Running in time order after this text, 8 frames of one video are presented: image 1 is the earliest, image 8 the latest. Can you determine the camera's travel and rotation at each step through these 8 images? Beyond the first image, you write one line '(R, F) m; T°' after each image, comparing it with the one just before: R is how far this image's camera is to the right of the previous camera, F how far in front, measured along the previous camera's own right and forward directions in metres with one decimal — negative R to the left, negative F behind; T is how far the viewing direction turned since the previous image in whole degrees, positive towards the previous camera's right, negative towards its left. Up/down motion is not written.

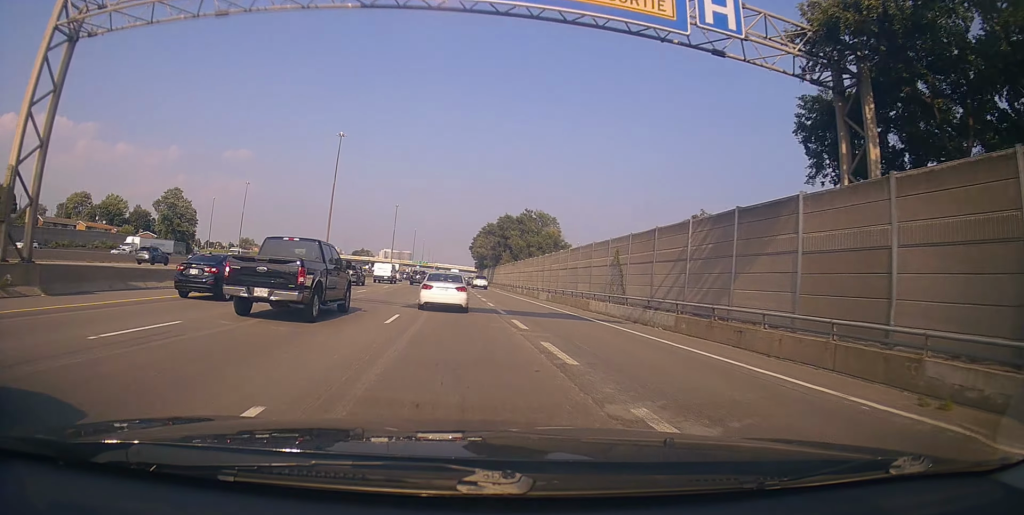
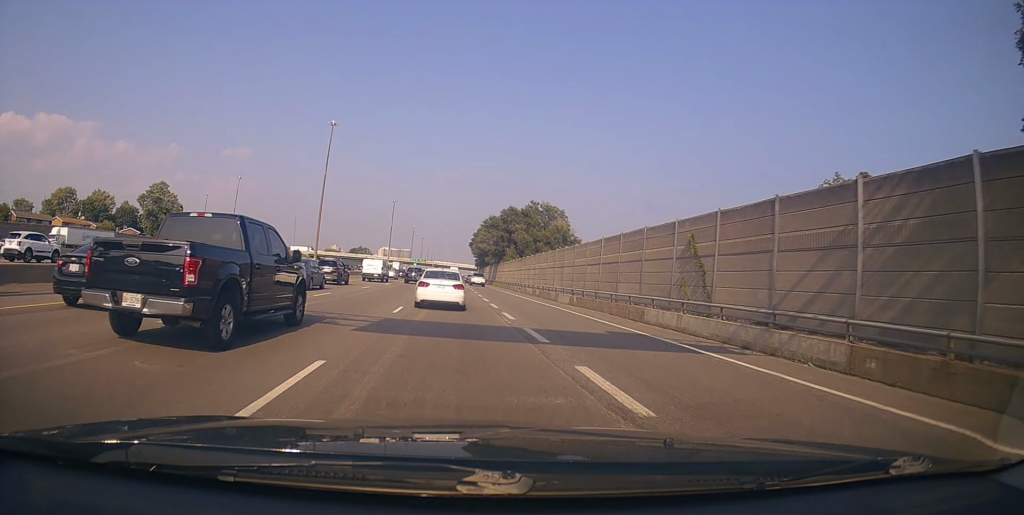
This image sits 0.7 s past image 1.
(-0.2, +10.2) m; 0°
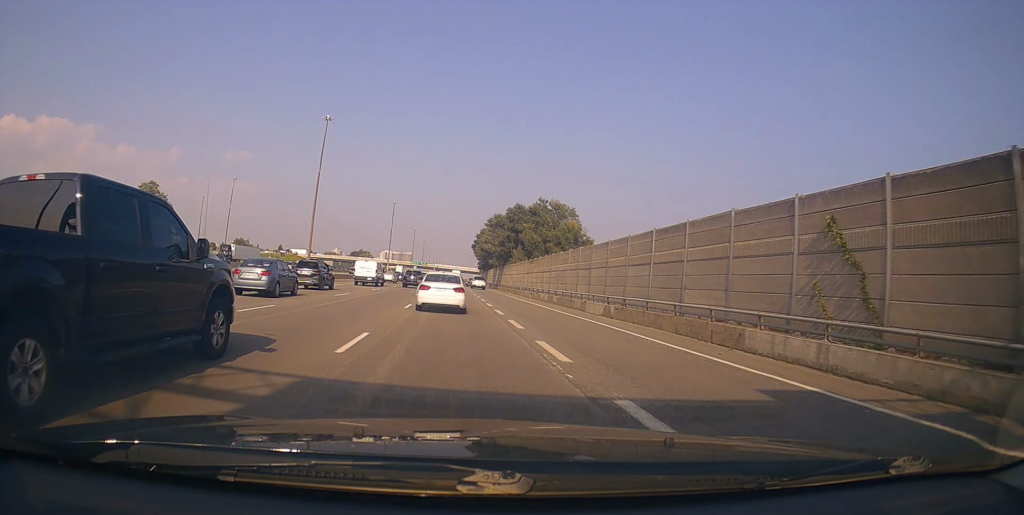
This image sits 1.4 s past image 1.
(+0.2, +8.7) m; -1°
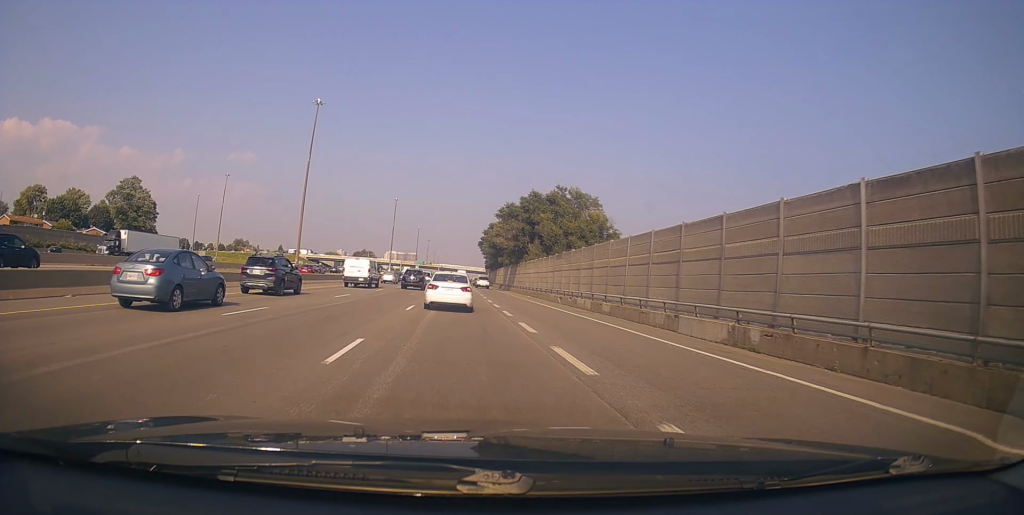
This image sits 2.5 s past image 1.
(-0.4, +14.1) m; -3°
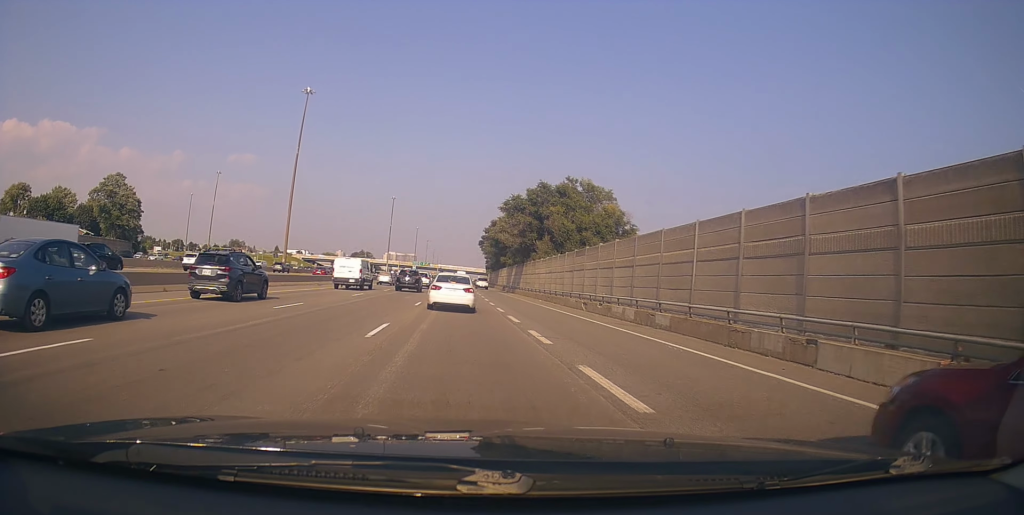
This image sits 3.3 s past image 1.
(-0.1, +8.8) m; +1°
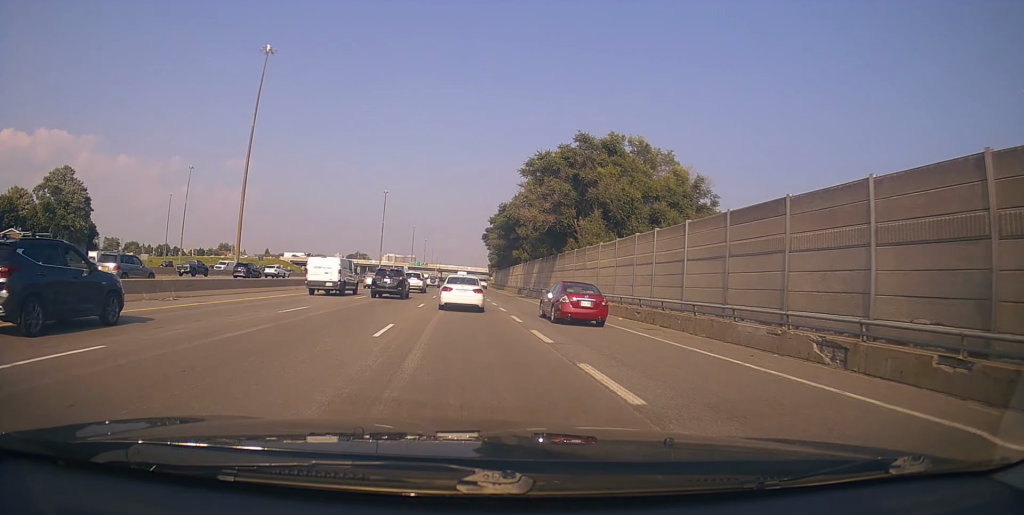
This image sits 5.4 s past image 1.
(+0.8, +25.1) m; +3°
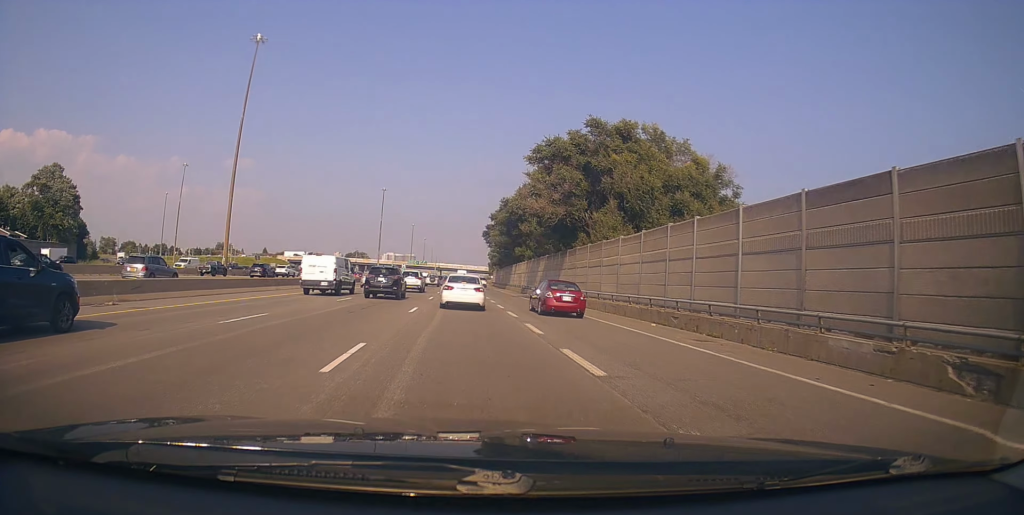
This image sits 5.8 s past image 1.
(0.0, +4.5) m; 0°
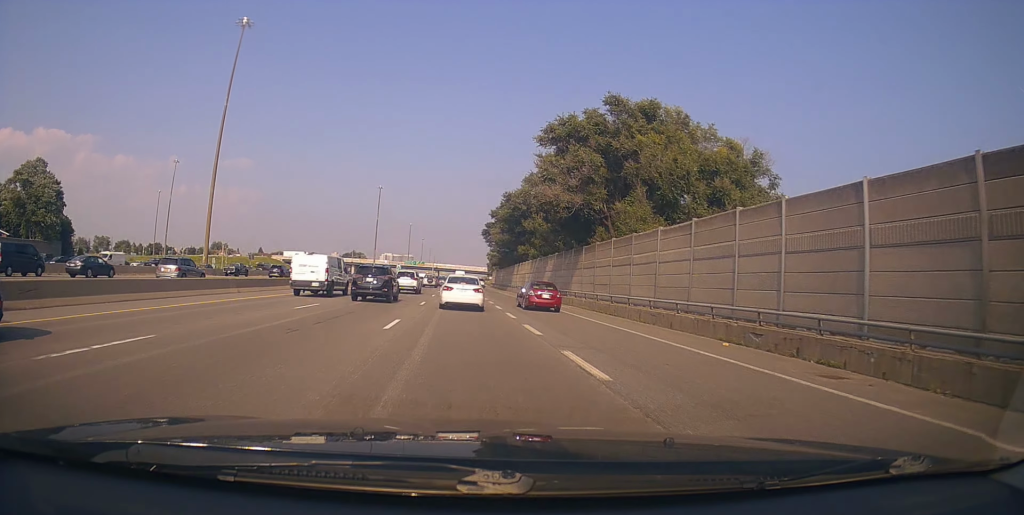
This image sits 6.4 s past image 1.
(+0.1, +6.4) m; 0°
